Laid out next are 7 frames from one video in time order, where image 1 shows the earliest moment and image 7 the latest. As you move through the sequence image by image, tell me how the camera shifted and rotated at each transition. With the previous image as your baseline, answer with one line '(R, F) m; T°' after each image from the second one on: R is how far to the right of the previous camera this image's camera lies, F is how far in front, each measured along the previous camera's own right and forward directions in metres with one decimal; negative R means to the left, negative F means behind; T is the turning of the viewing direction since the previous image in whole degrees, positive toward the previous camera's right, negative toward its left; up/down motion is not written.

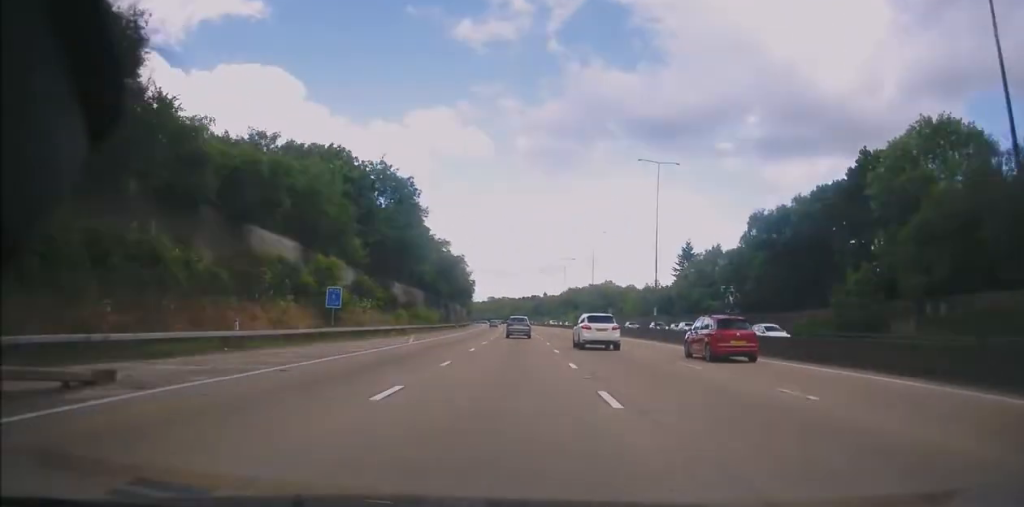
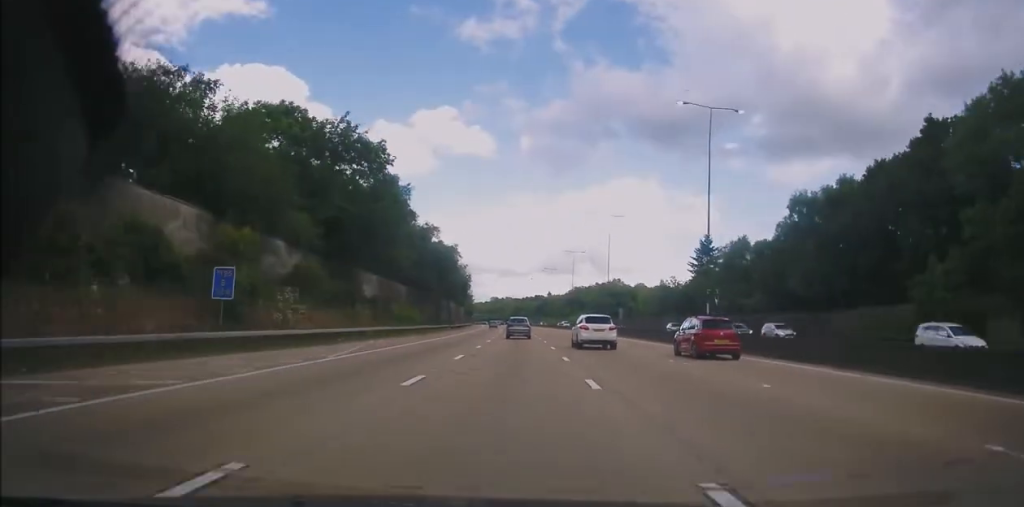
(-0.1, +13.8) m; -1°
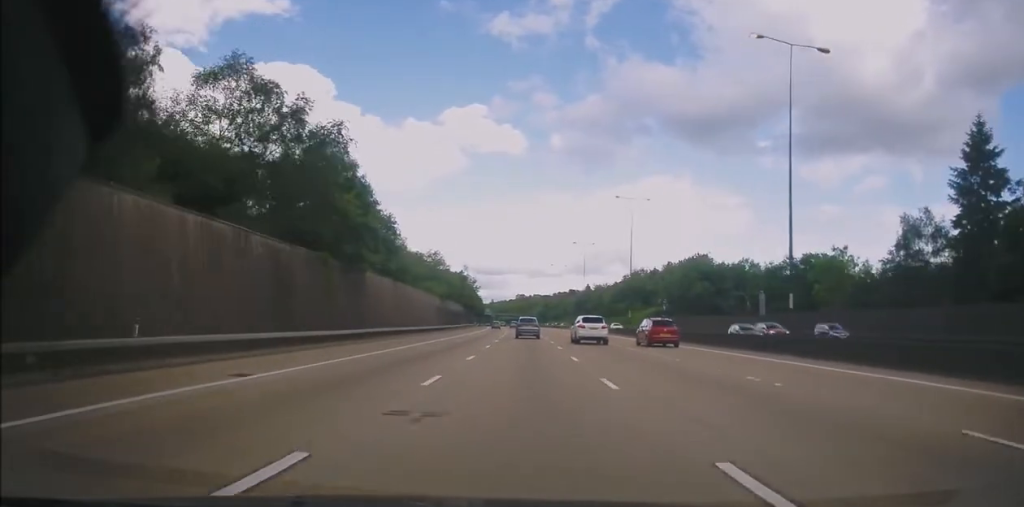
(-3.2, +89.6) m; -3°
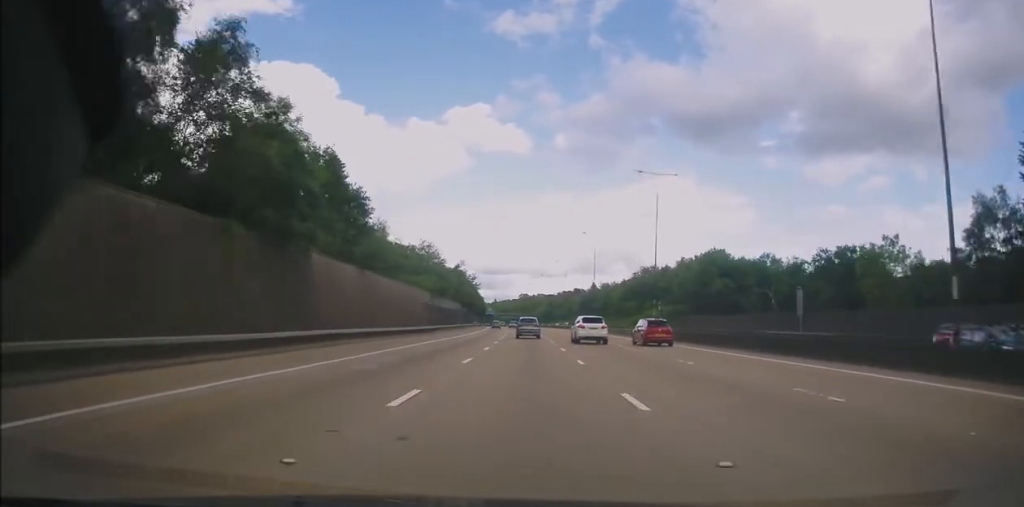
(+0.1, +11.3) m; 0°
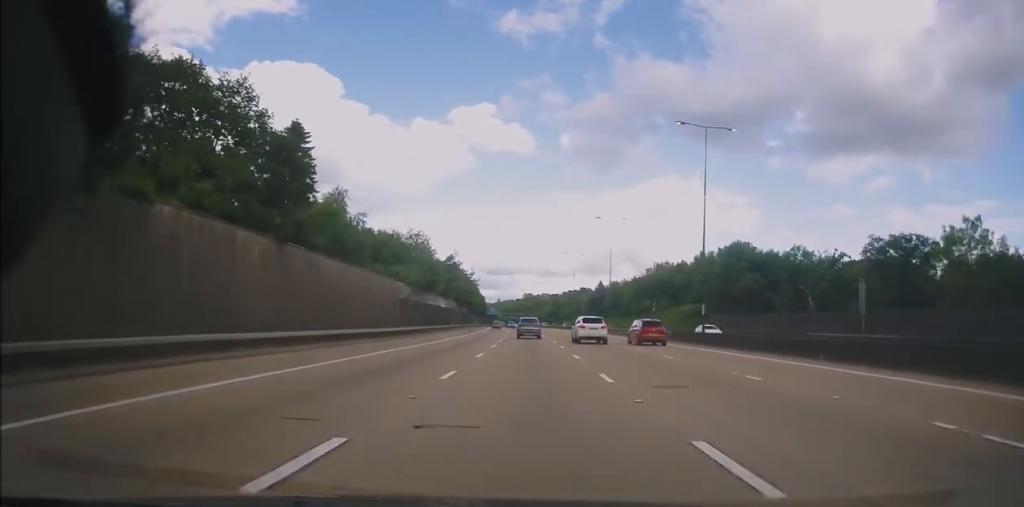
(+0.1, +14.2) m; 0°
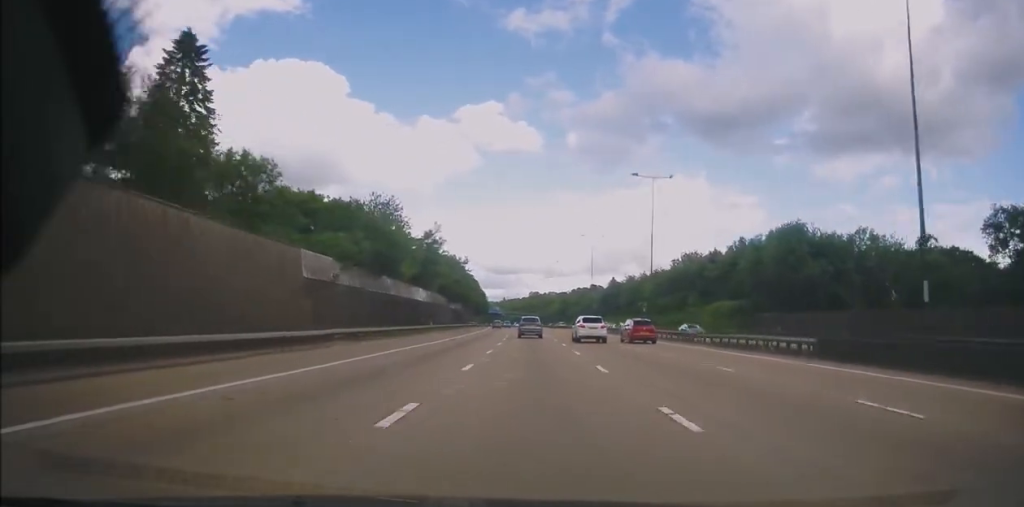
(-0.2, +23.7) m; -1°
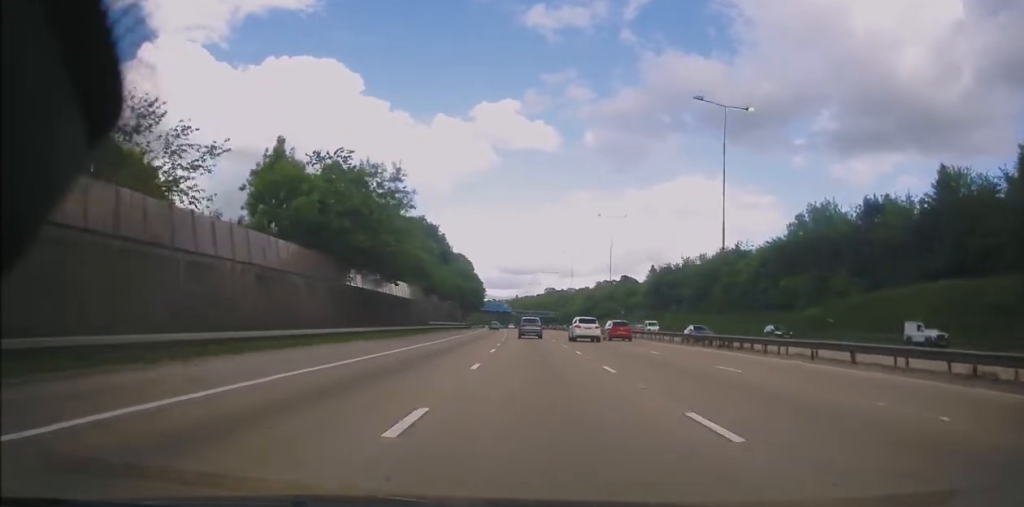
(-1.0, +62.5) m; -1°
